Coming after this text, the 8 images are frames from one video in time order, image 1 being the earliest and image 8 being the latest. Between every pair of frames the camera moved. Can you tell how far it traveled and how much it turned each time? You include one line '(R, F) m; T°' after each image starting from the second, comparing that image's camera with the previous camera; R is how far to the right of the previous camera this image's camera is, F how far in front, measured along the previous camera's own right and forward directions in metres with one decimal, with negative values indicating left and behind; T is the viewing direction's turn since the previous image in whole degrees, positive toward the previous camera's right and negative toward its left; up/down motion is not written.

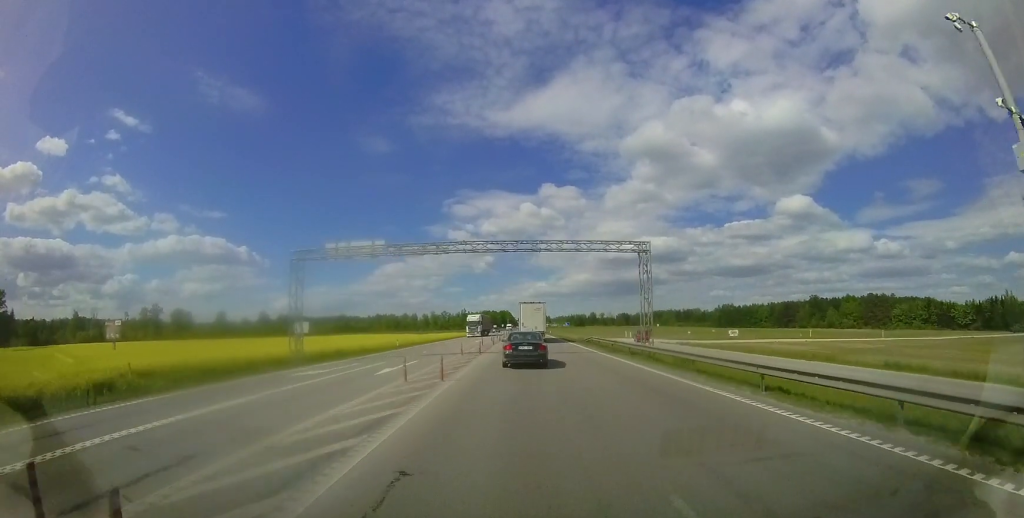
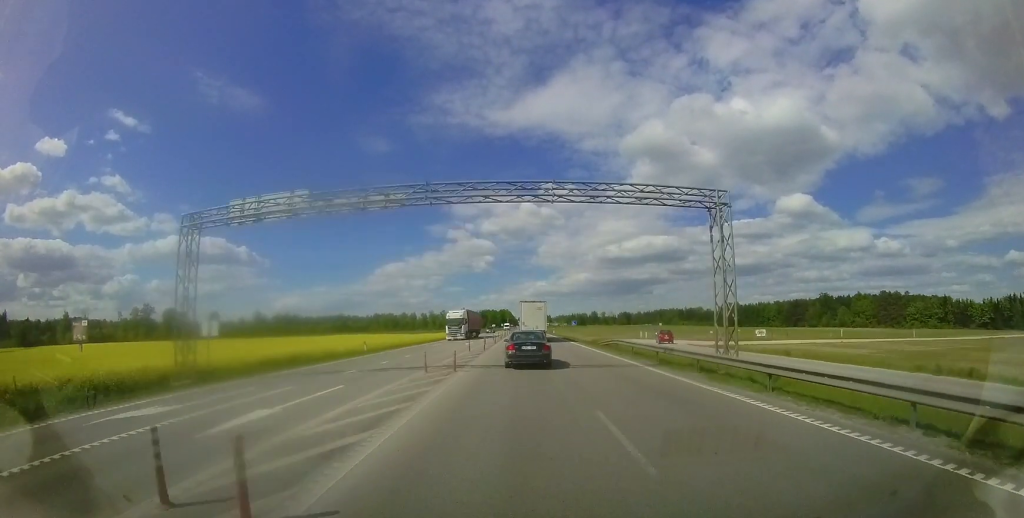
(-0.1, +8.3) m; 0°
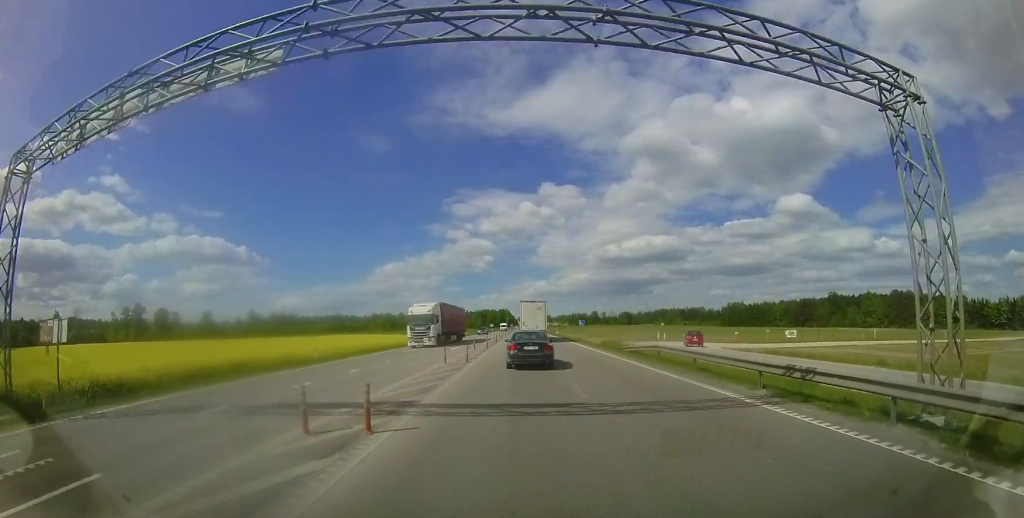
(+0.1, +7.4) m; 0°
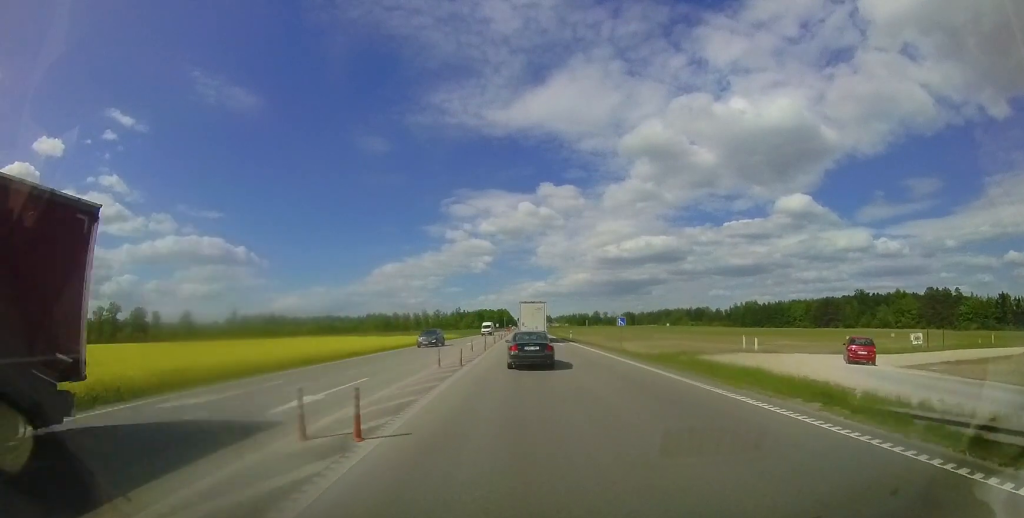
(+0.2, +21.2) m; 0°
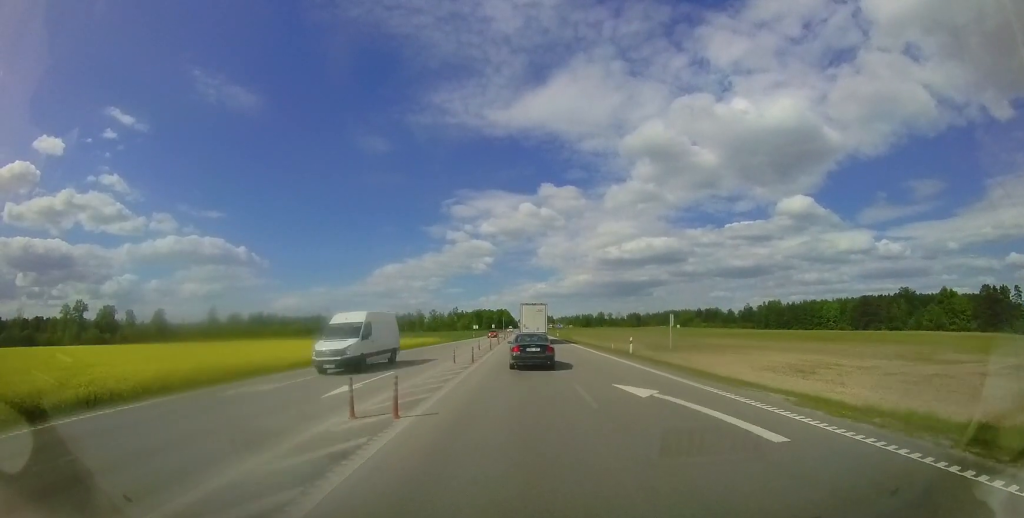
(-0.3, +27.9) m; 0°
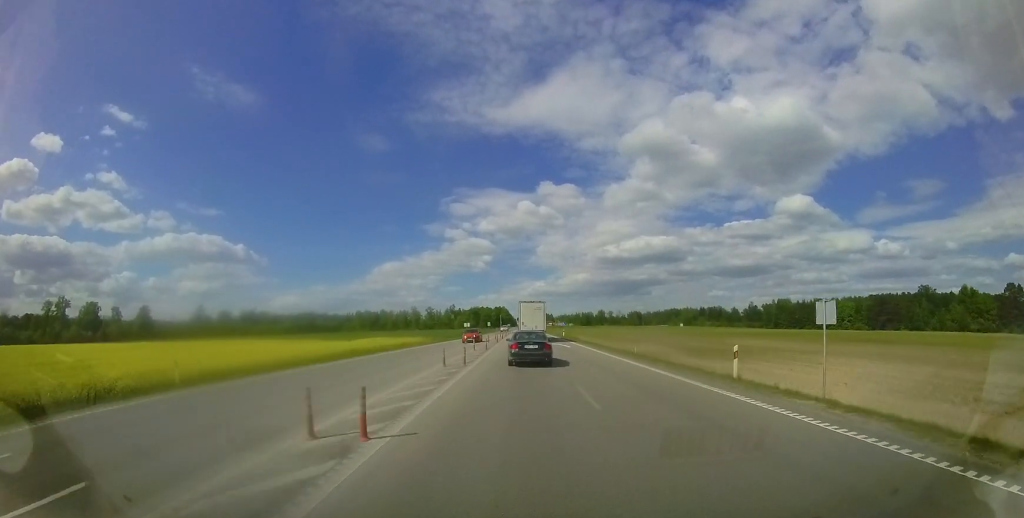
(+0.2, +12.1) m; 0°
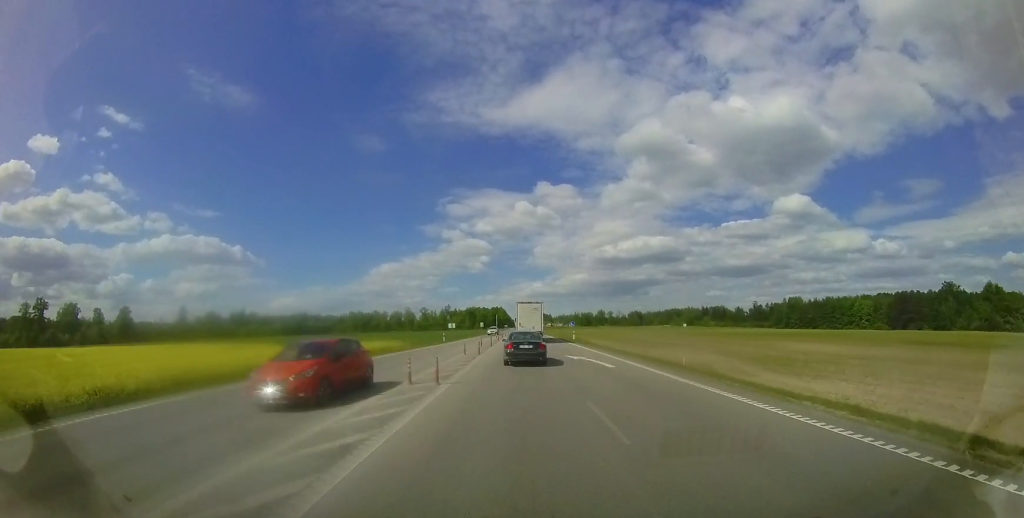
(-0.2, +13.9) m; 0°
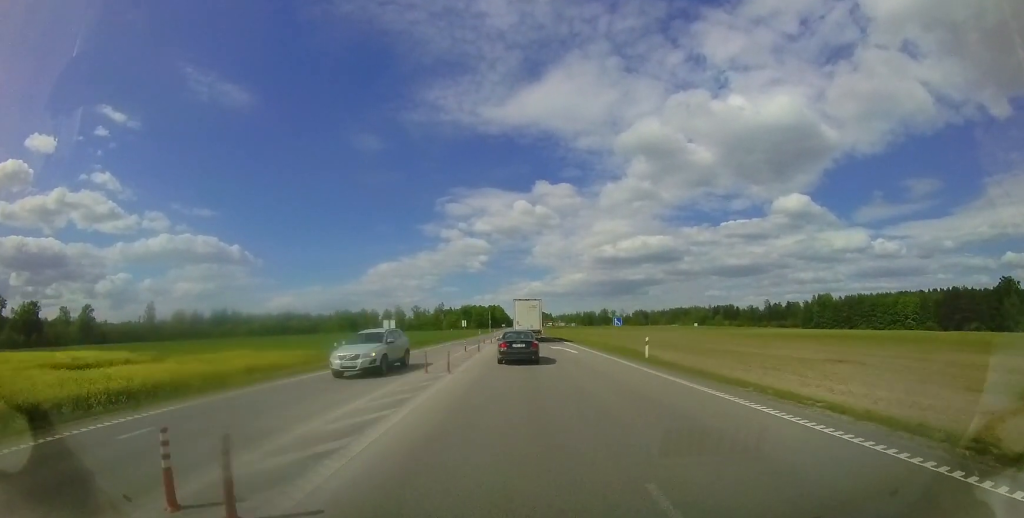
(+0.3, +28.5) m; +1°
